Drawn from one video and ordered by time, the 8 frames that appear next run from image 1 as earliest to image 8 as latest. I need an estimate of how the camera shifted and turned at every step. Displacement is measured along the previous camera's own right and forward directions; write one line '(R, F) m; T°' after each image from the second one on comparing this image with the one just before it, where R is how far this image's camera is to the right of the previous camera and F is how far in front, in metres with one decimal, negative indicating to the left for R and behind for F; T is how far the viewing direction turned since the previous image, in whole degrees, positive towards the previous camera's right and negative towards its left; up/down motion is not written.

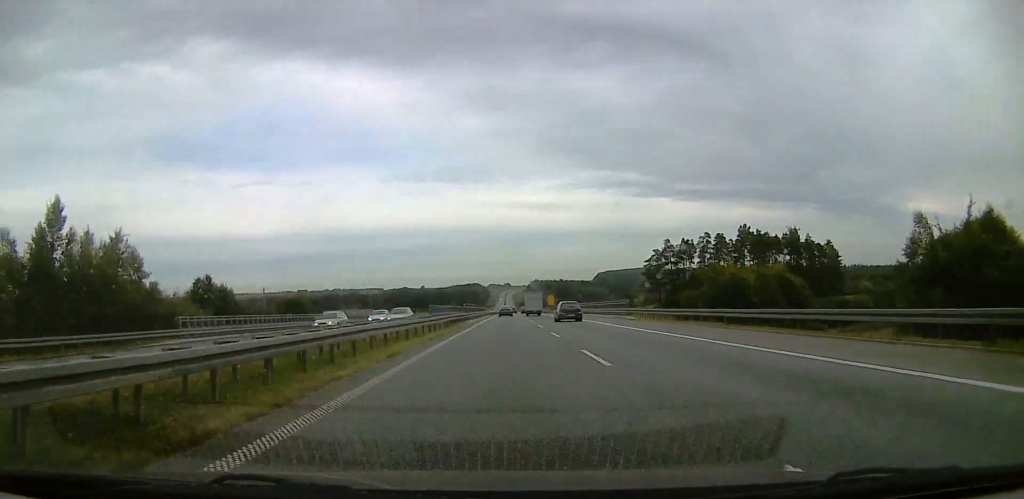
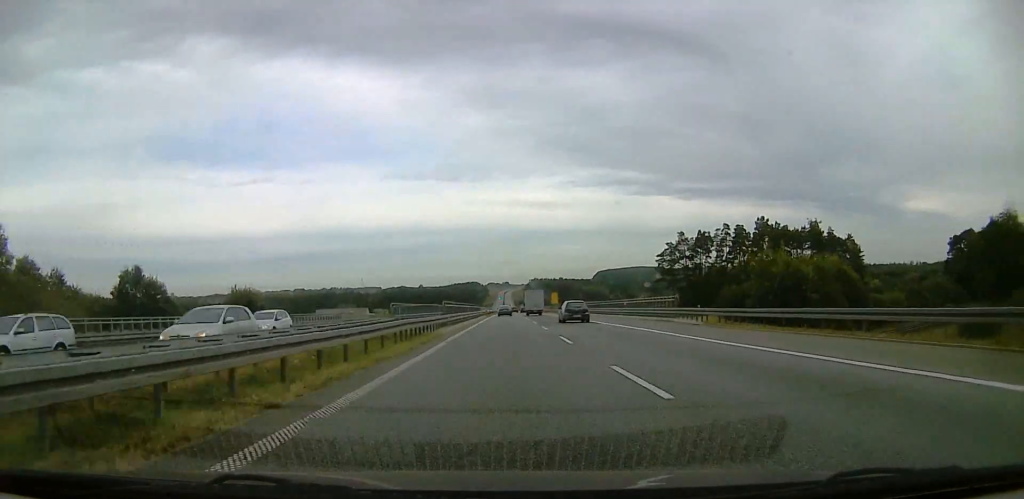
(0.0, +16.7) m; 0°
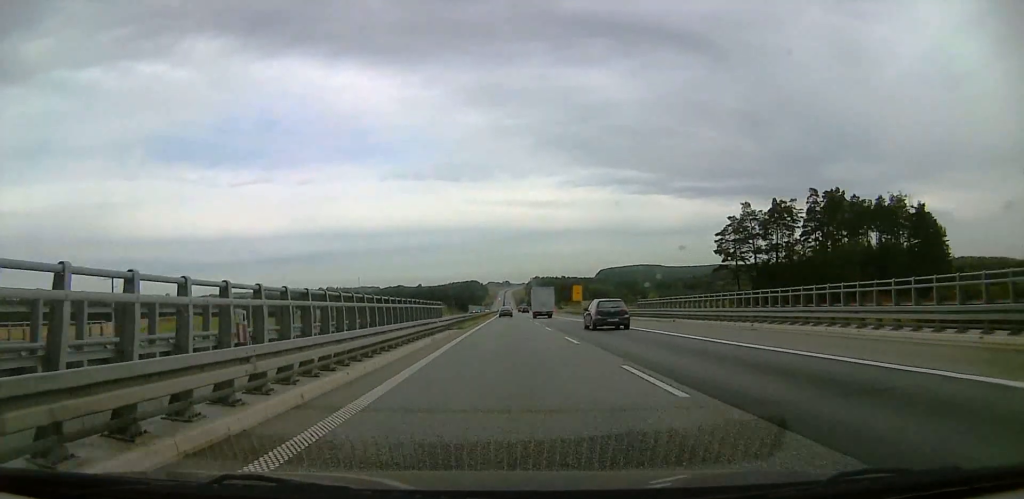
(0.0, +47.7) m; 0°
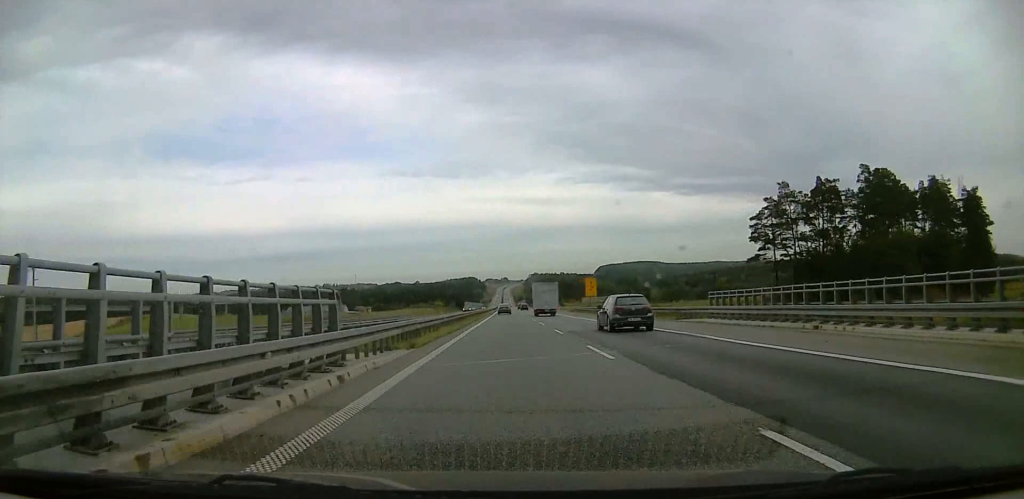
(0.0, +18.7) m; 0°
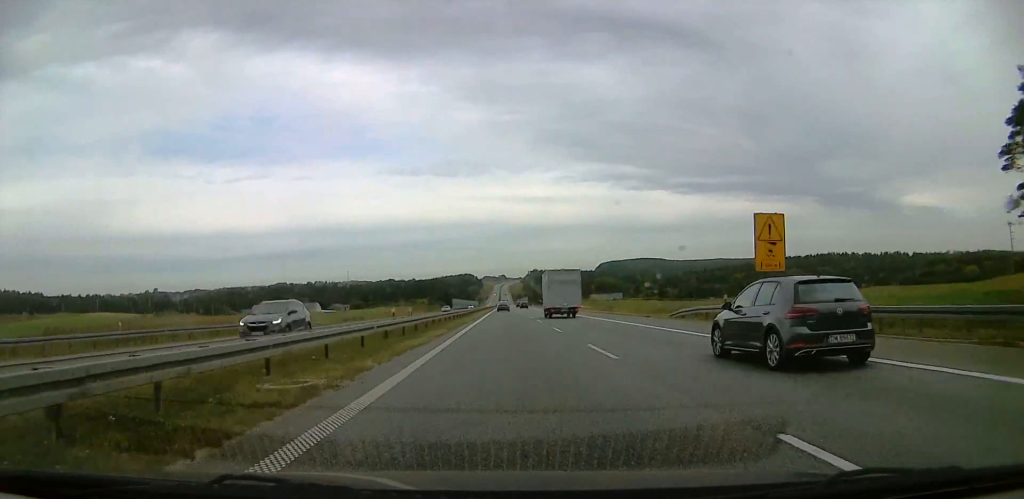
(+0.2, +60.9) m; 0°
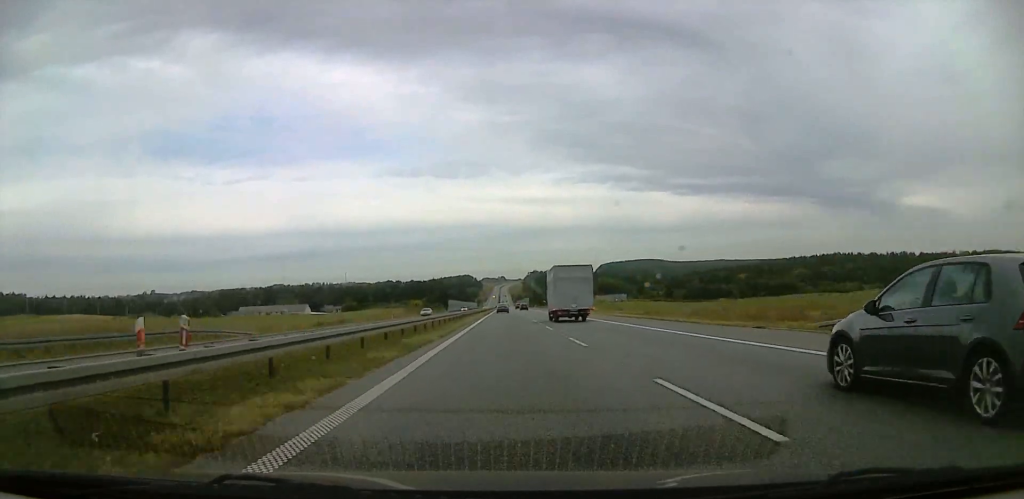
(0.0, +19.9) m; 0°
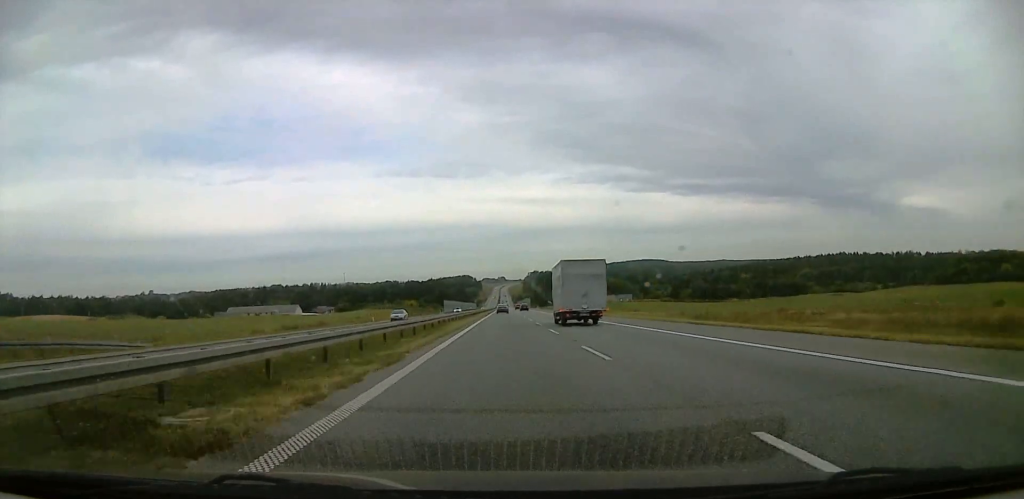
(0.0, +16.1) m; 0°
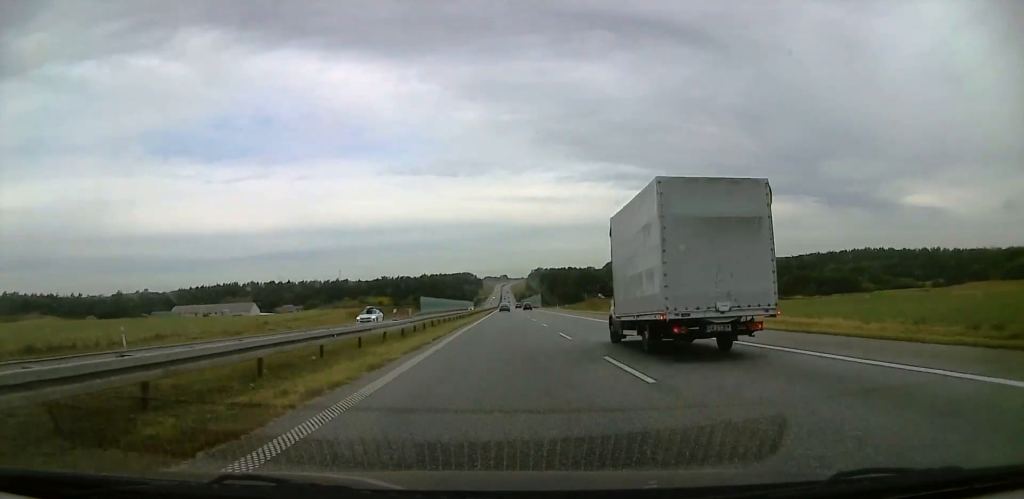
(0.0, +64.4) m; 0°
